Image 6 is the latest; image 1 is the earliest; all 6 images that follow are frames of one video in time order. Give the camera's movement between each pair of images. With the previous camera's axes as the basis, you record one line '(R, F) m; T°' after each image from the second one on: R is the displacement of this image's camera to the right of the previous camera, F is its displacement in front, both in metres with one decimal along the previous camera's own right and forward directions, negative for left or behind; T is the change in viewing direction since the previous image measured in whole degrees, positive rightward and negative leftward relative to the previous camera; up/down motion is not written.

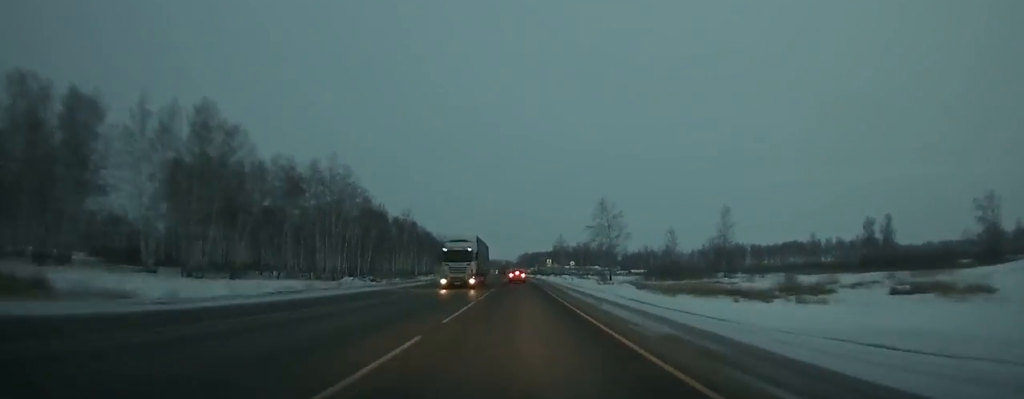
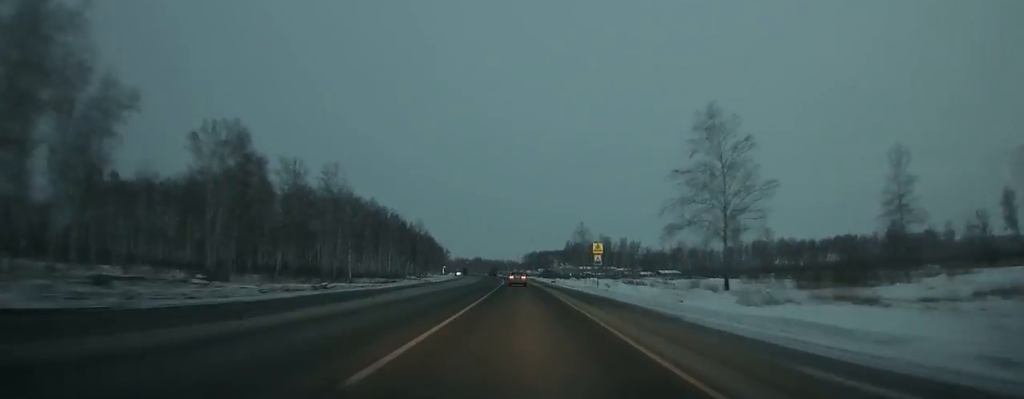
(-0.5, +77.6) m; -1°
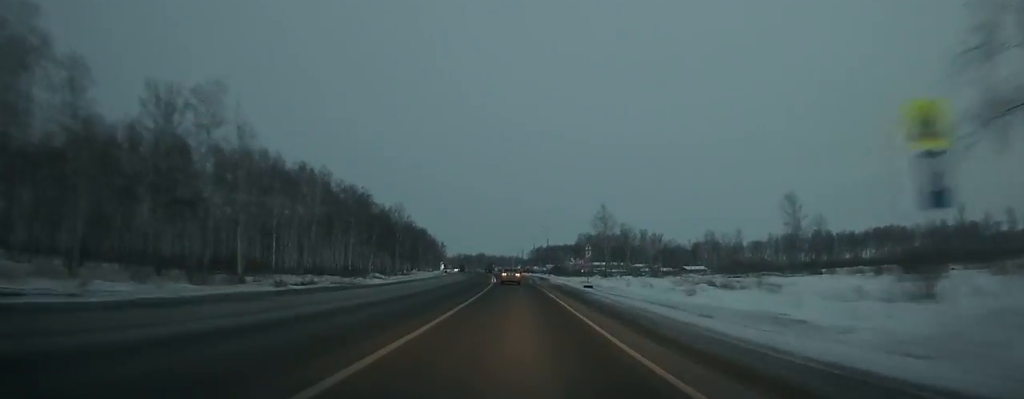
(-0.3, +45.0) m; -1°
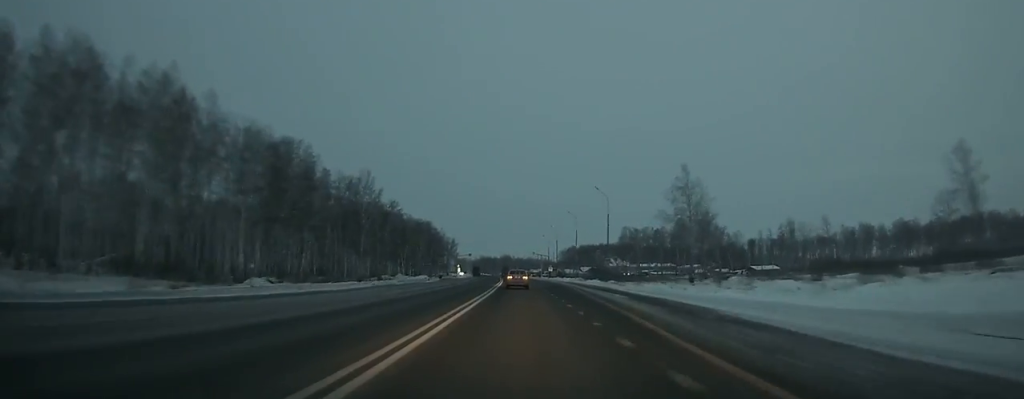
(-0.8, +63.1) m; -2°
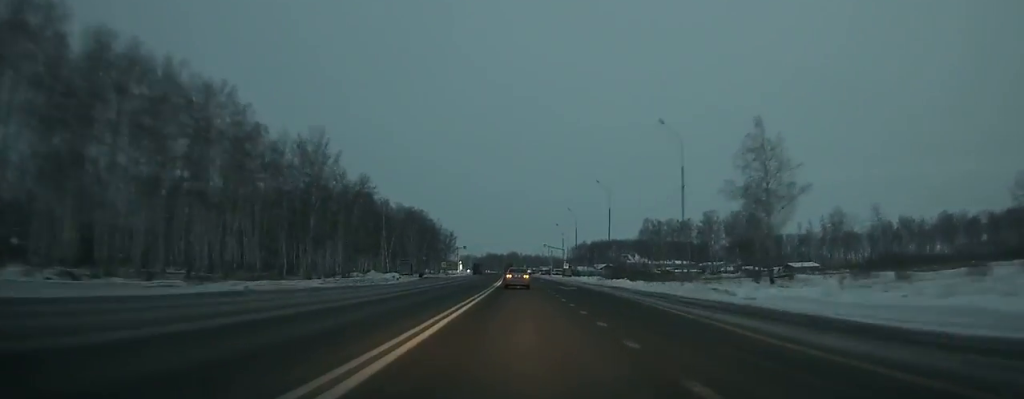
(-0.1, +31.6) m; -1°
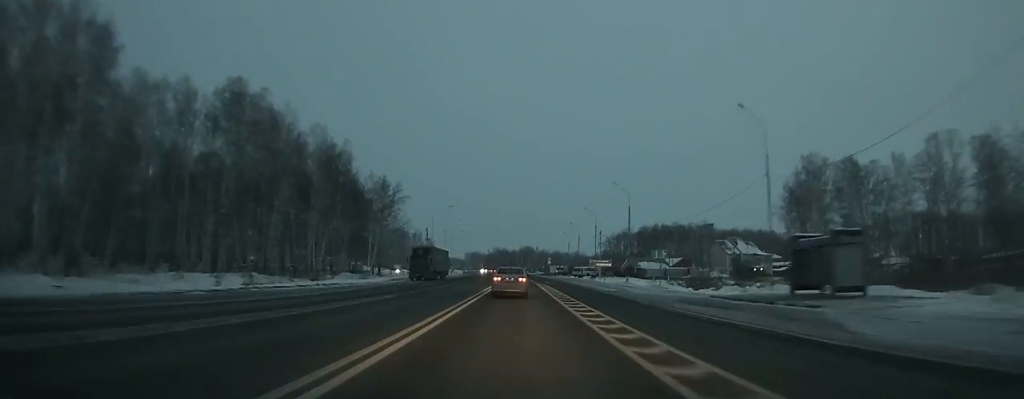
(-1.4, +124.5) m; -1°
